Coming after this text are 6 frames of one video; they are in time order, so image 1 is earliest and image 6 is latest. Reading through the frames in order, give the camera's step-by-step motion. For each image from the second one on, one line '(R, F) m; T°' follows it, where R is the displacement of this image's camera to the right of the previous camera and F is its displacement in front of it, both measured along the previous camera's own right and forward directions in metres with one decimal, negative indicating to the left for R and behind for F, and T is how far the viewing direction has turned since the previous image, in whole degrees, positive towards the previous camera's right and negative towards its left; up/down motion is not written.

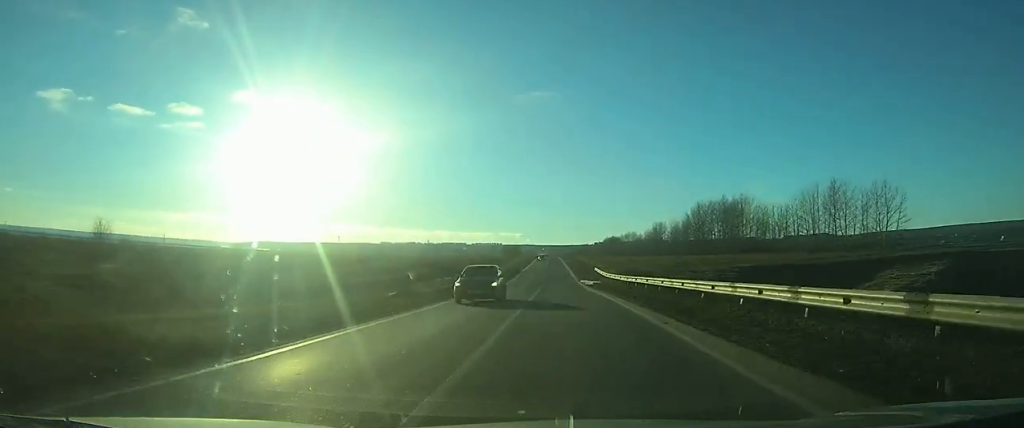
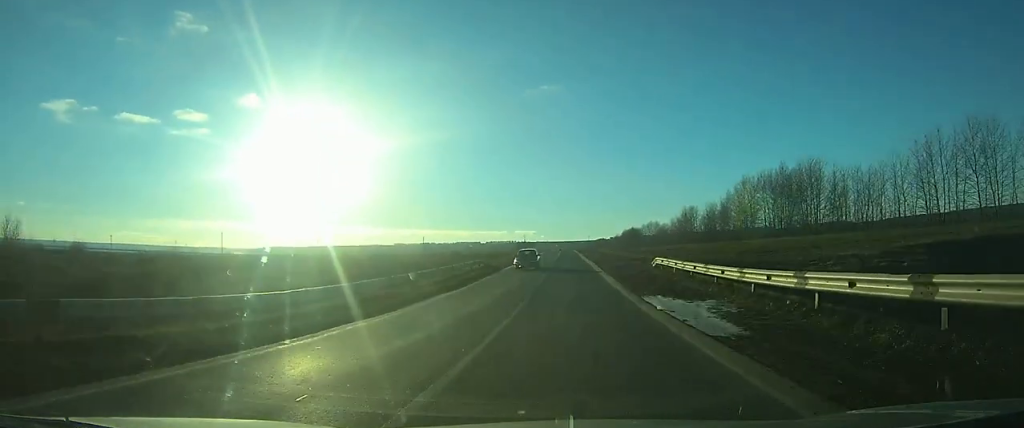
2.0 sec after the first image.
(-1.6, +41.2) m; -3°
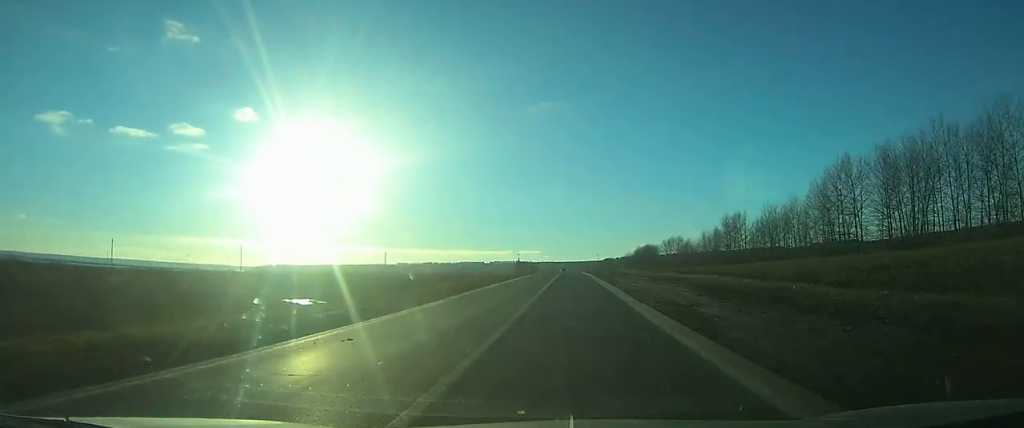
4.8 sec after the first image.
(-1.2, +60.4) m; -1°
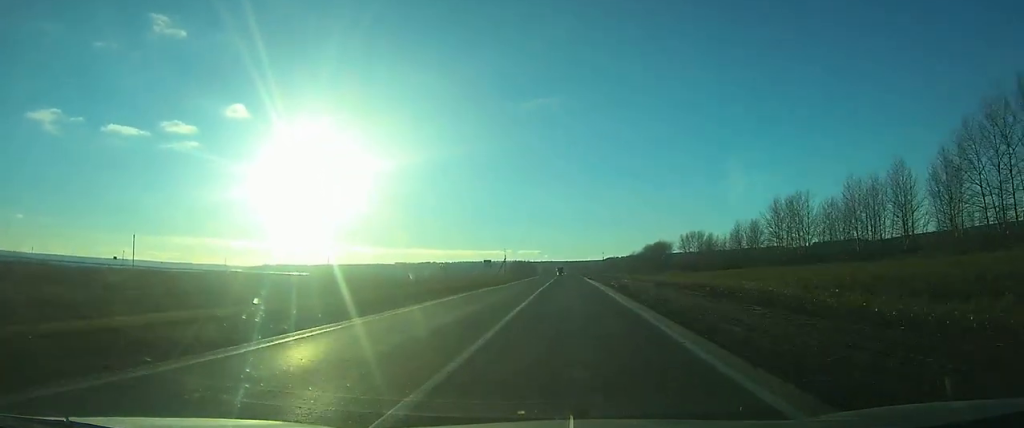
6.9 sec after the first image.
(0.0, +46.5) m; 0°
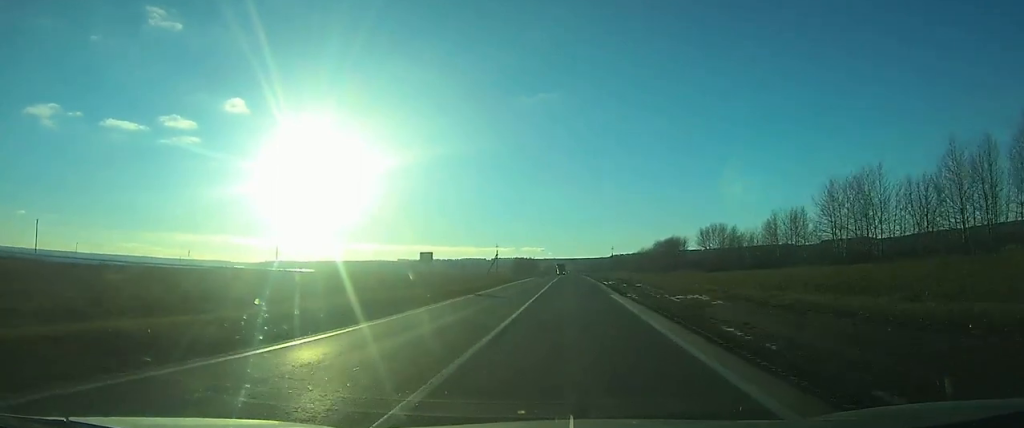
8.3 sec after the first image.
(+0.1, +29.7) m; 0°
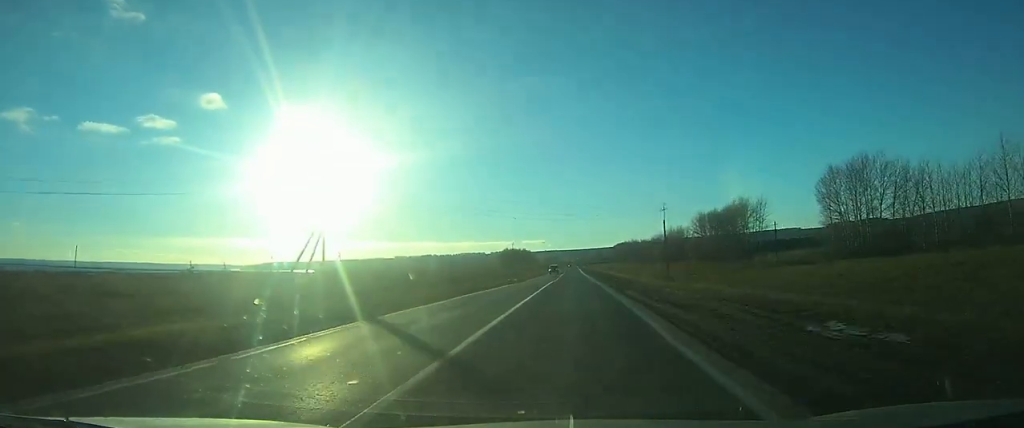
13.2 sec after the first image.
(-0.5, +119.3) m; -1°
